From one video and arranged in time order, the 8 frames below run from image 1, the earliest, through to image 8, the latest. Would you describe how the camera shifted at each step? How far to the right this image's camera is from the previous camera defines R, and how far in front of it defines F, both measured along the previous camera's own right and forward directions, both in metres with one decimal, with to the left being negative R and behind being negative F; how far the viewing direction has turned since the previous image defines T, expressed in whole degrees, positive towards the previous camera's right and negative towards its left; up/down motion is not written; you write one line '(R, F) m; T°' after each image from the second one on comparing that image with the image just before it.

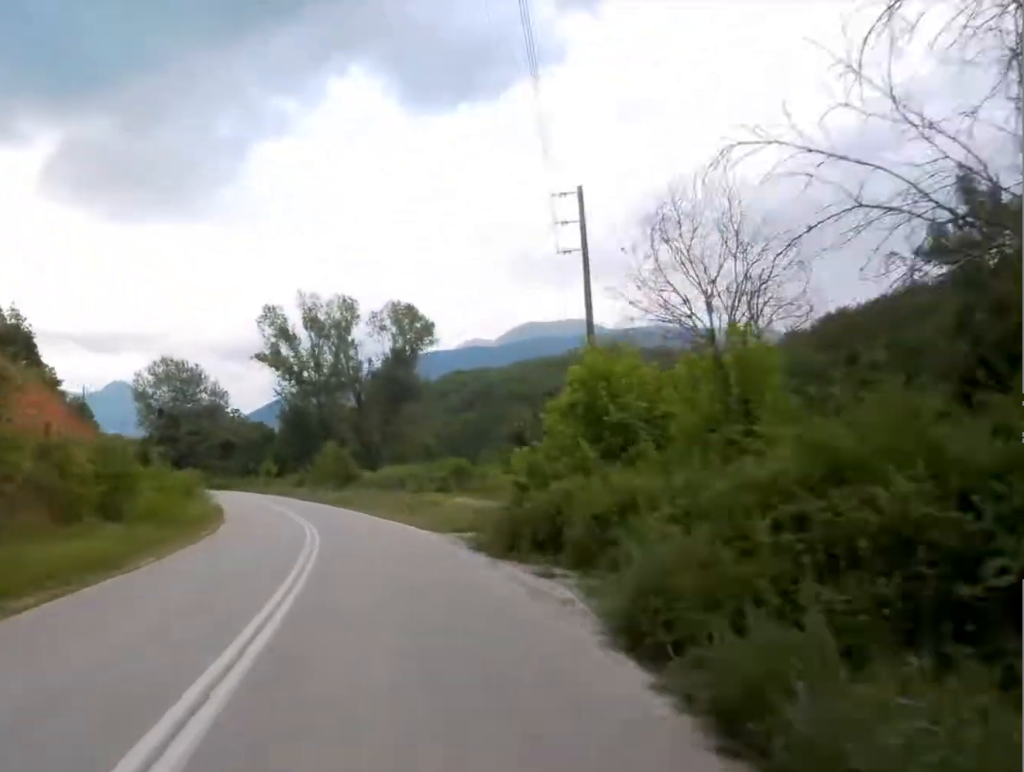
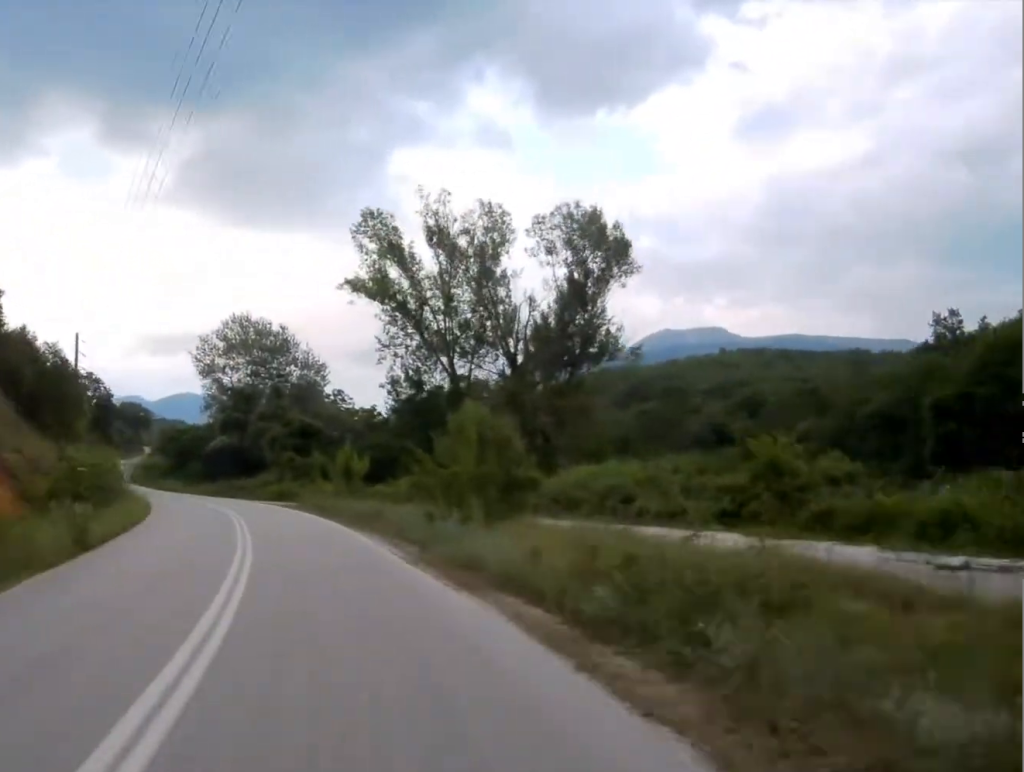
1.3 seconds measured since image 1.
(-1.9, +39.3) m; -9°
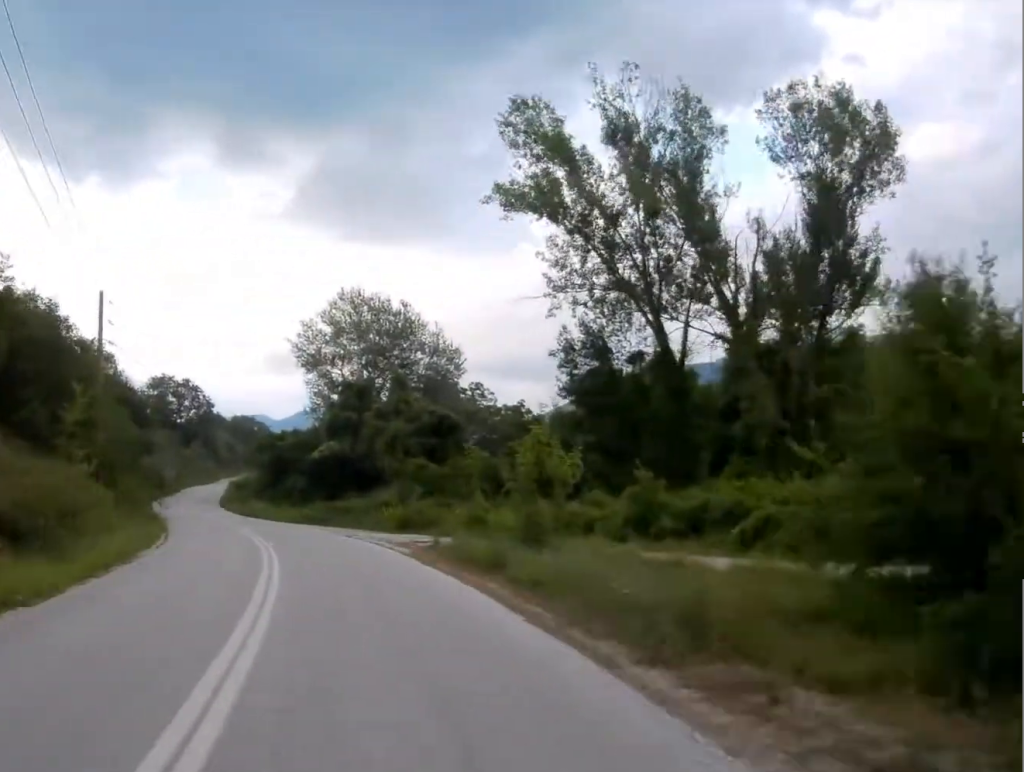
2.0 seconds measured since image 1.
(-0.8, +21.3) m; -8°
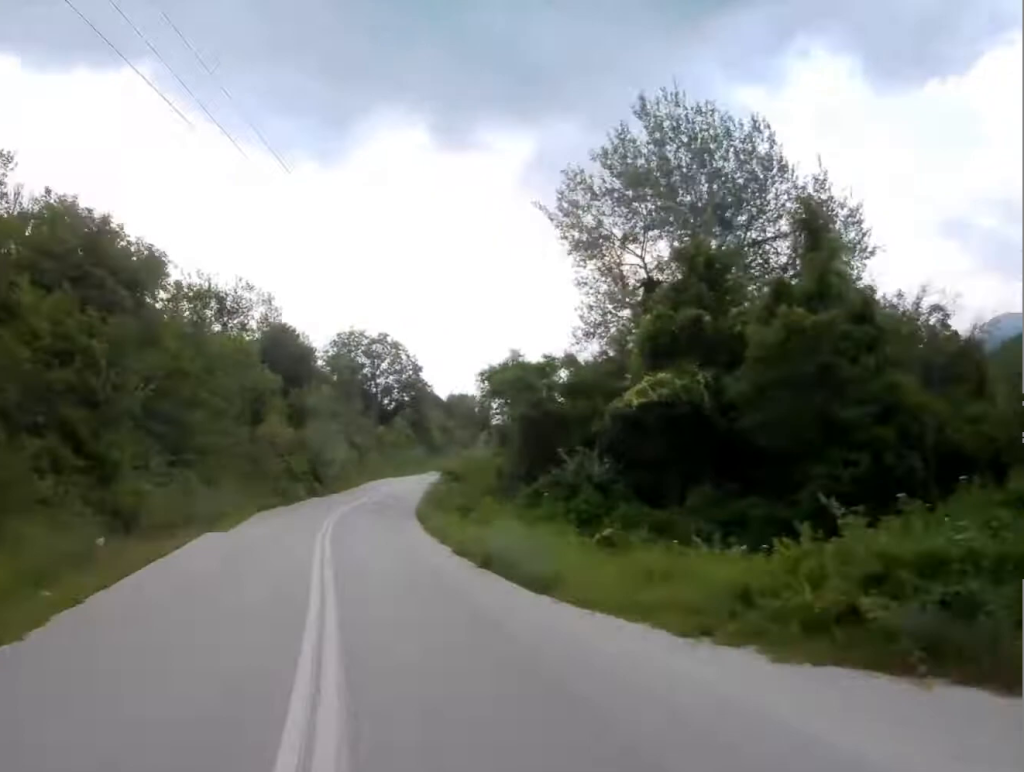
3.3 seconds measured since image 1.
(-5.0, +38.9) m; -10°
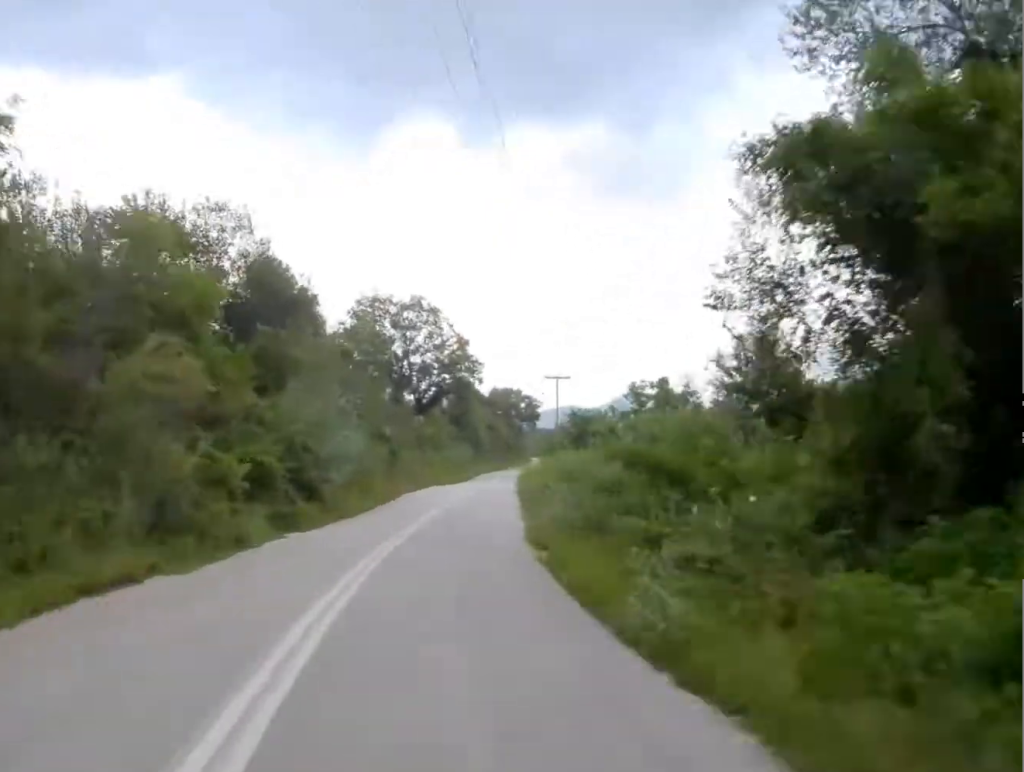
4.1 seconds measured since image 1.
(-1.0, +26.3) m; -1°
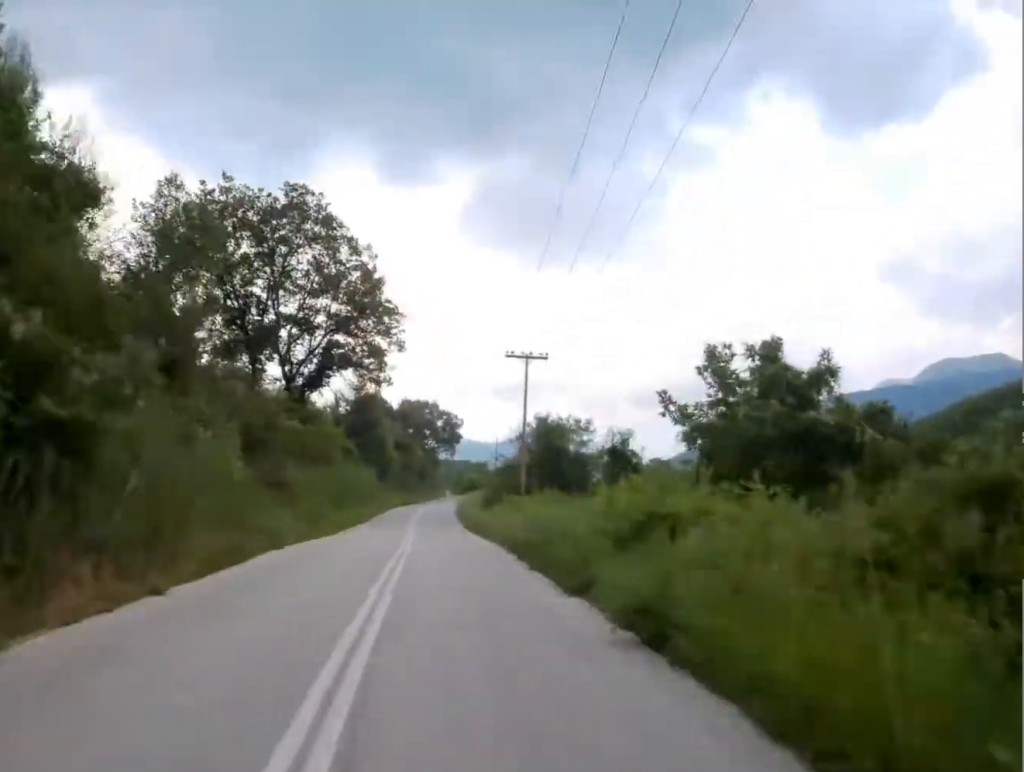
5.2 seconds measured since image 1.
(+0.7, +35.3) m; +4°
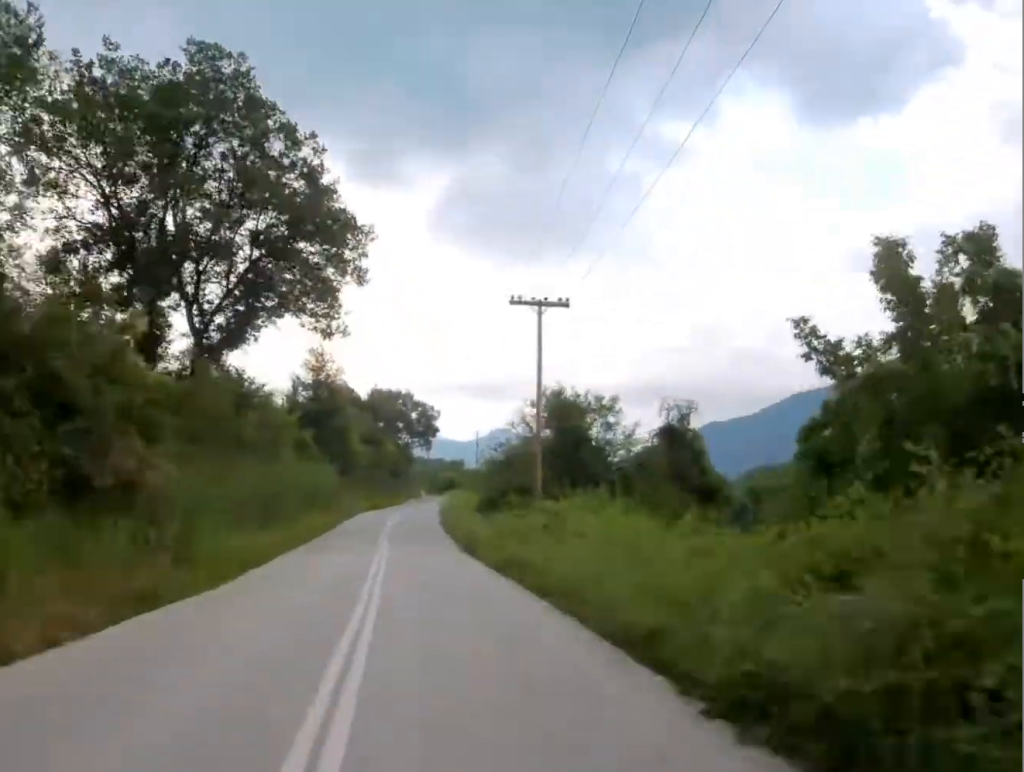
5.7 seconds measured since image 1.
(+0.5, +15.2) m; +2°
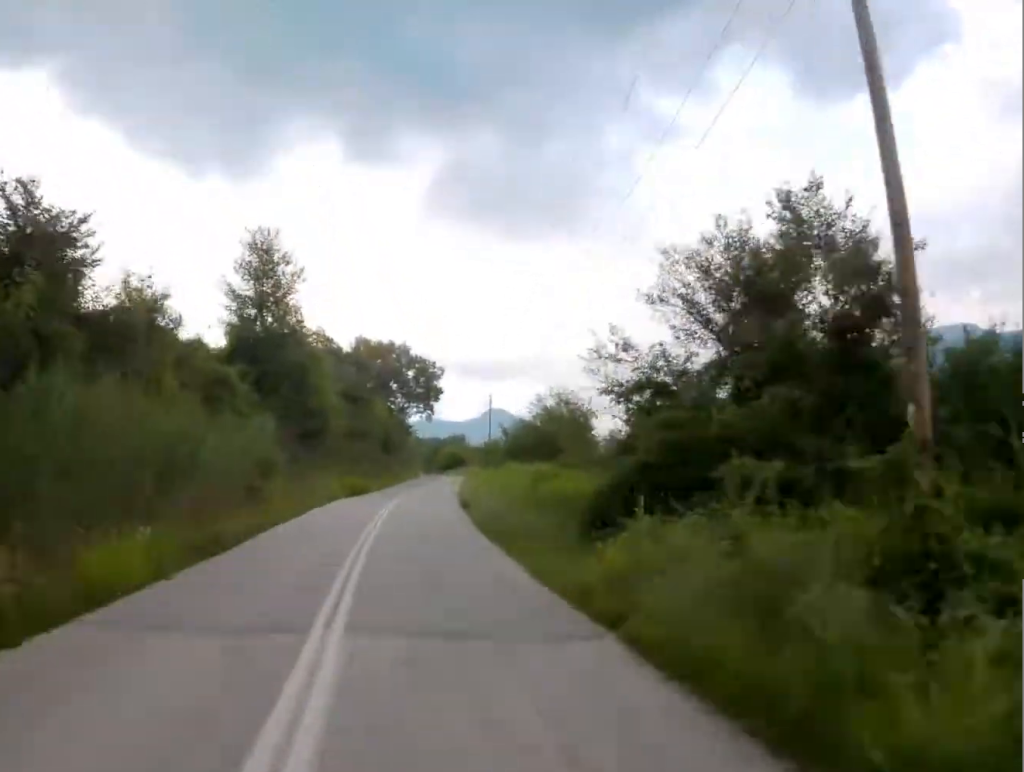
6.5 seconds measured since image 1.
(+0.5, +27.1) m; +1°
